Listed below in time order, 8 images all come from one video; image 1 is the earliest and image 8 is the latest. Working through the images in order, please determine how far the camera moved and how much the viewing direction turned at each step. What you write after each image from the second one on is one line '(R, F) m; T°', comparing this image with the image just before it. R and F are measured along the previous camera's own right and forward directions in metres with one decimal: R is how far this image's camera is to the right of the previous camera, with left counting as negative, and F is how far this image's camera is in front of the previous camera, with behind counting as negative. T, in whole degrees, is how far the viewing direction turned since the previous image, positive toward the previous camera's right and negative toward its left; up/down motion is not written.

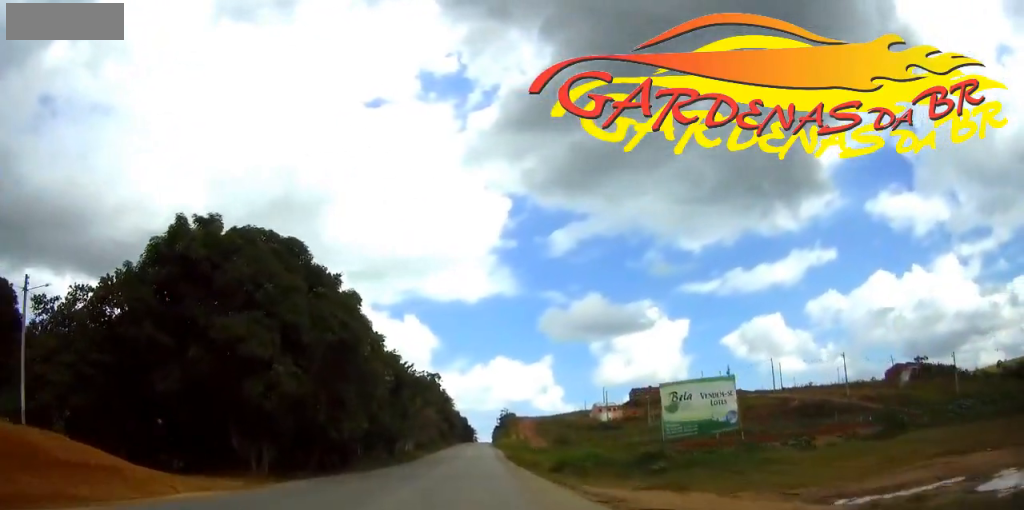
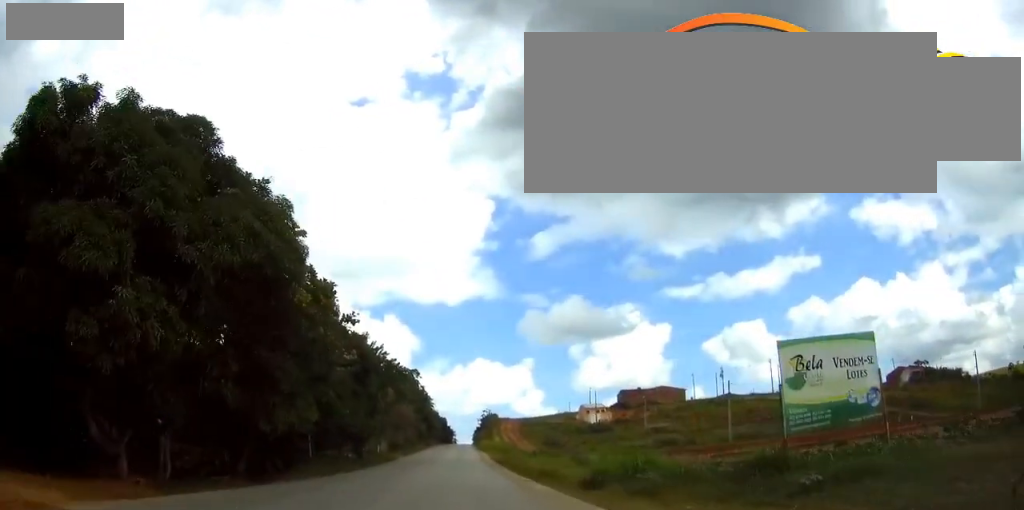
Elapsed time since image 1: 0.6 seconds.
(0.0, +9.9) m; +1°
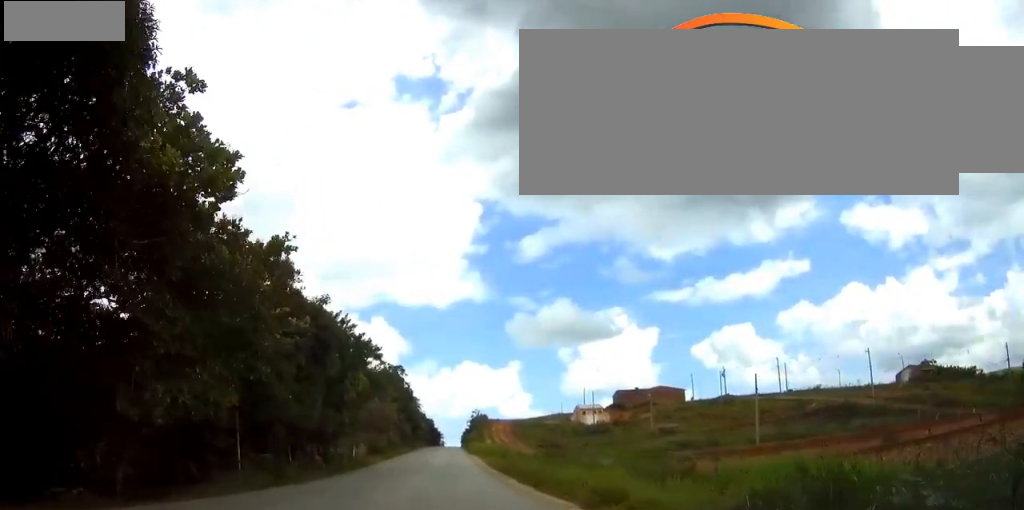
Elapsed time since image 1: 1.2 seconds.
(+0.2, +10.2) m; +1°
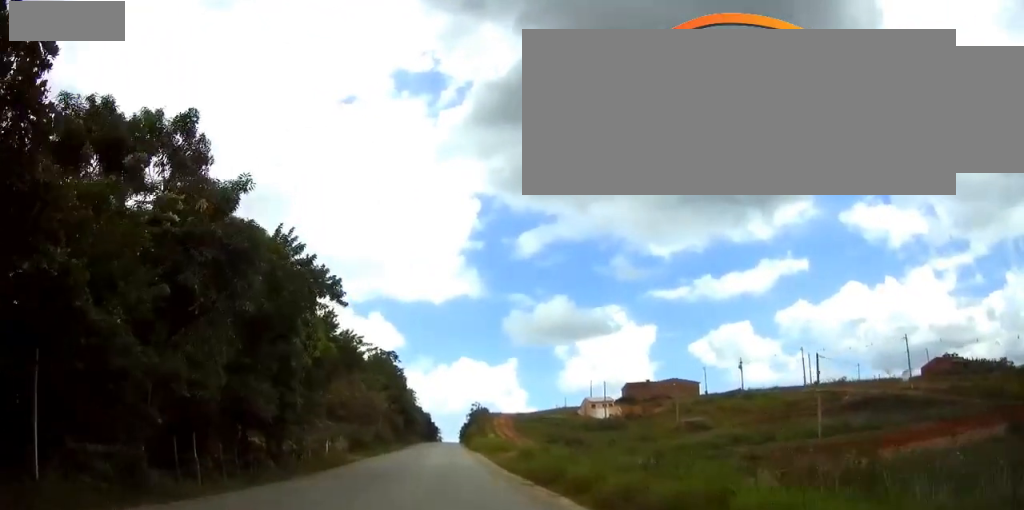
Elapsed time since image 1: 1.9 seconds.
(+0.2, +12.7) m; +1°
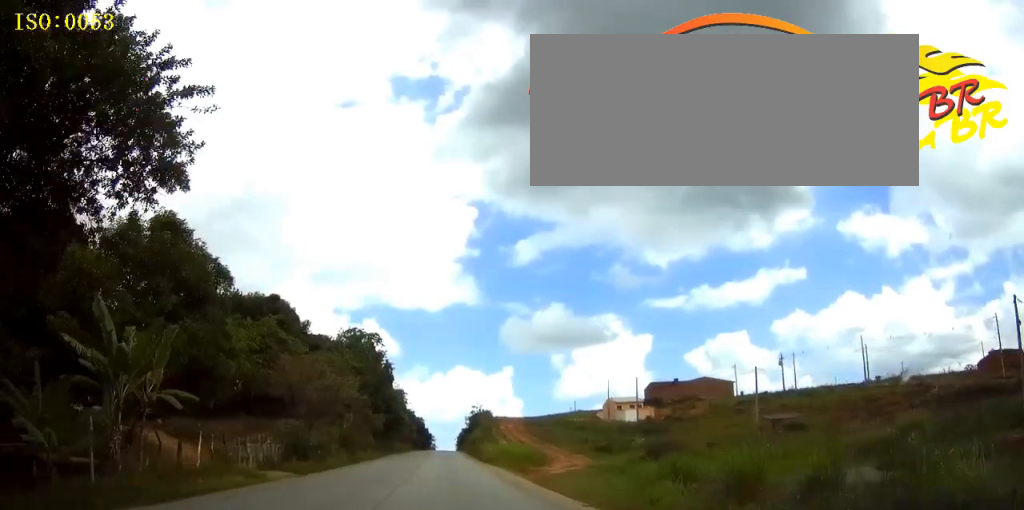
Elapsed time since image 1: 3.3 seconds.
(+0.4, +25.0) m; +2°
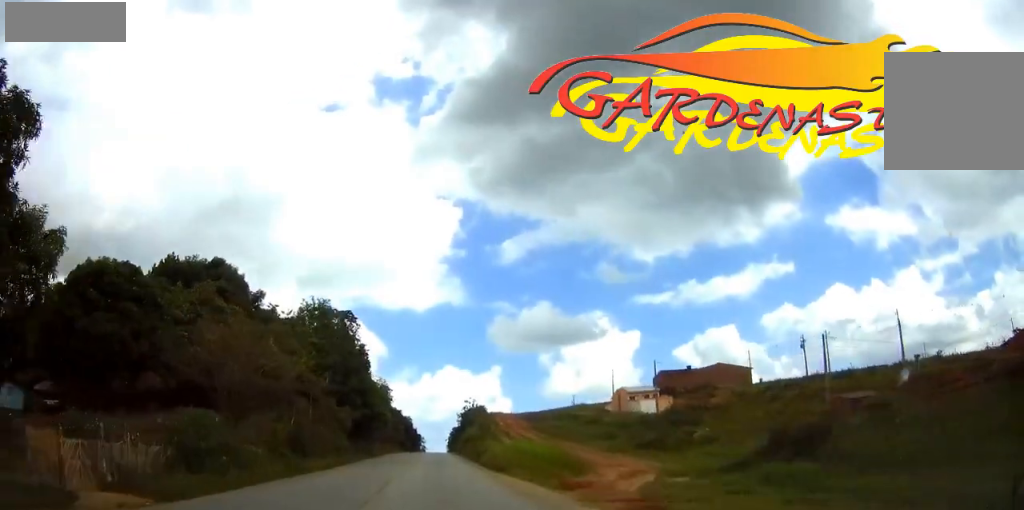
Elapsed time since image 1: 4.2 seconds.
(+0.1, +15.4) m; 0°
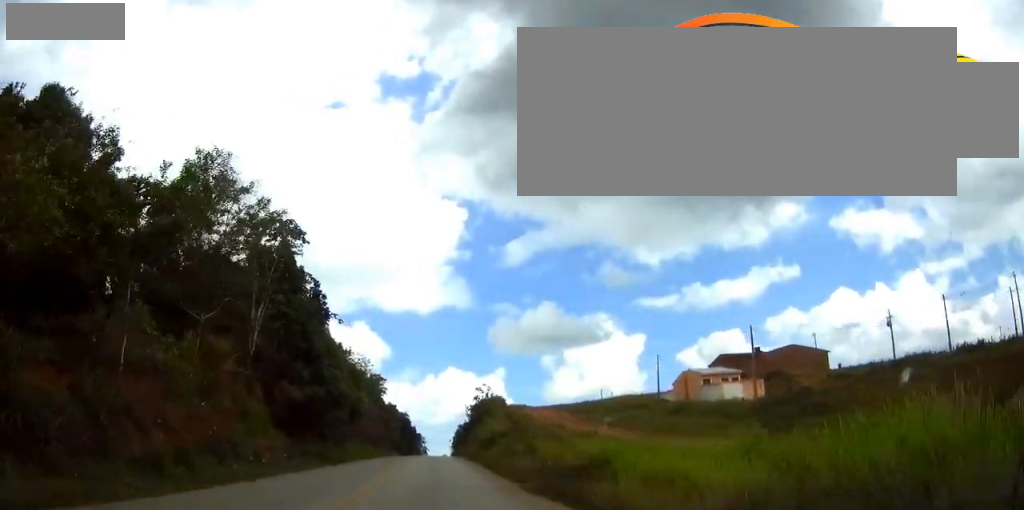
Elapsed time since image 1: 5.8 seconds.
(-0.1, +30.6) m; 0°
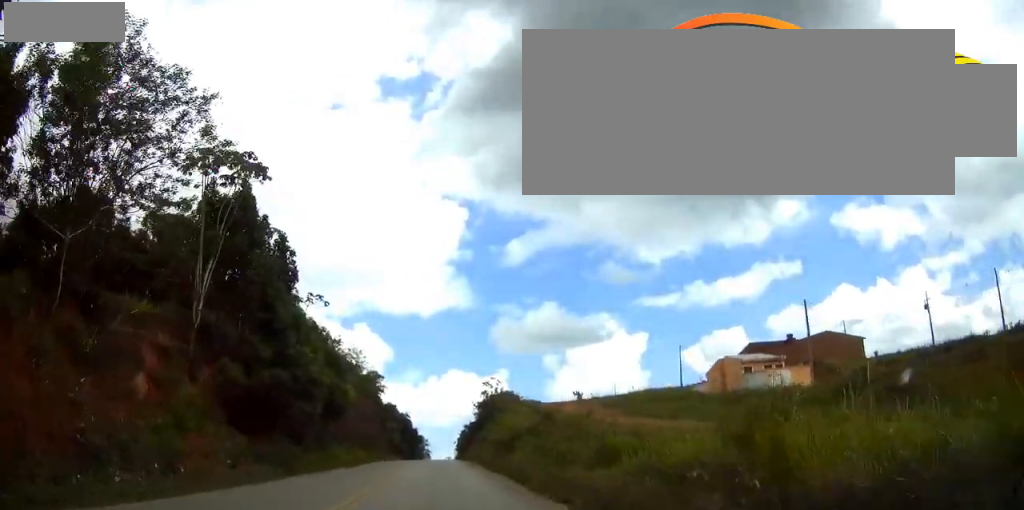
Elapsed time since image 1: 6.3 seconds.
(0.0, +11.1) m; 0°
